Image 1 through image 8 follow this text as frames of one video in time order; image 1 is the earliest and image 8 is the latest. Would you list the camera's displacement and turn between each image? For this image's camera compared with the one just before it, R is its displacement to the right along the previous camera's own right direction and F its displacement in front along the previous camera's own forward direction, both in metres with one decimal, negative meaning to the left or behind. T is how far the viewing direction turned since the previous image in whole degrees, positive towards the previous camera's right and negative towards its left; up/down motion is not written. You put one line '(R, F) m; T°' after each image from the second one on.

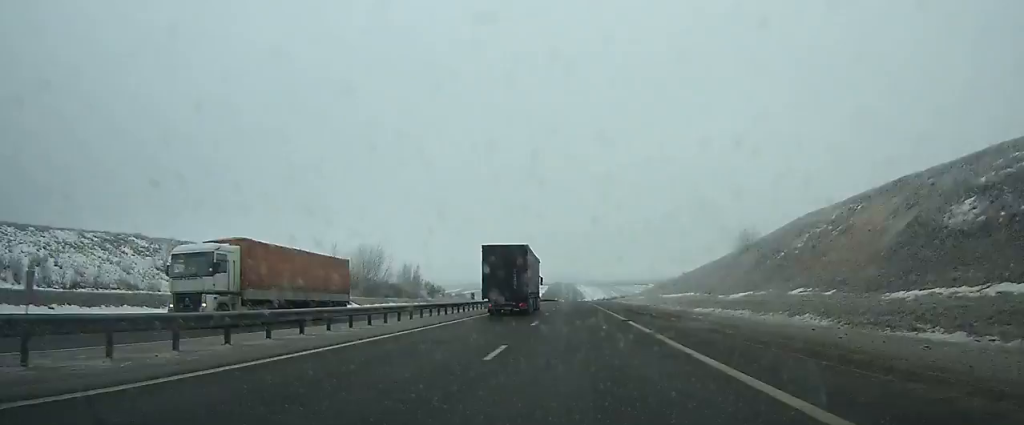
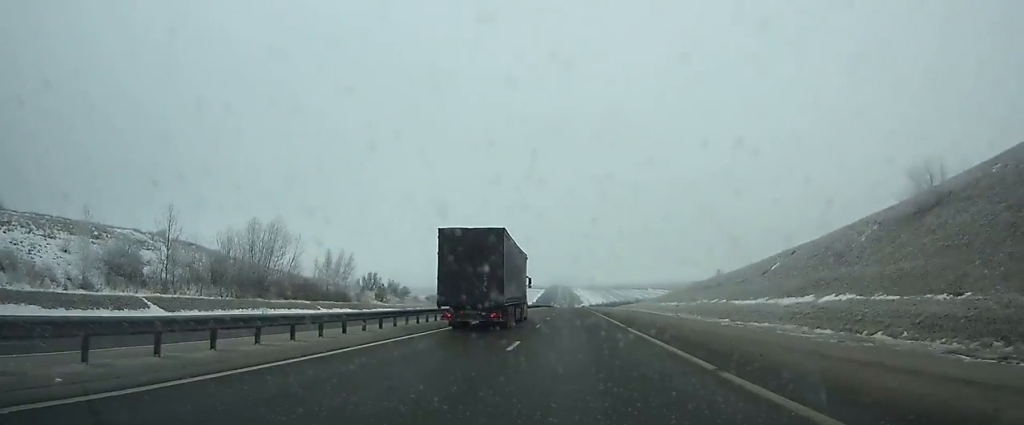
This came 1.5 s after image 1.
(0.0, +44.9) m; 0°
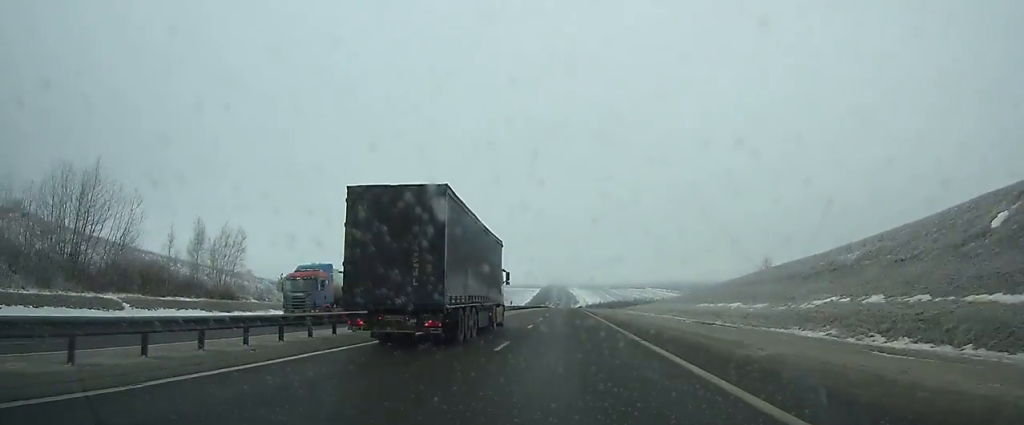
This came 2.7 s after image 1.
(+0.1, +36.1) m; 0°
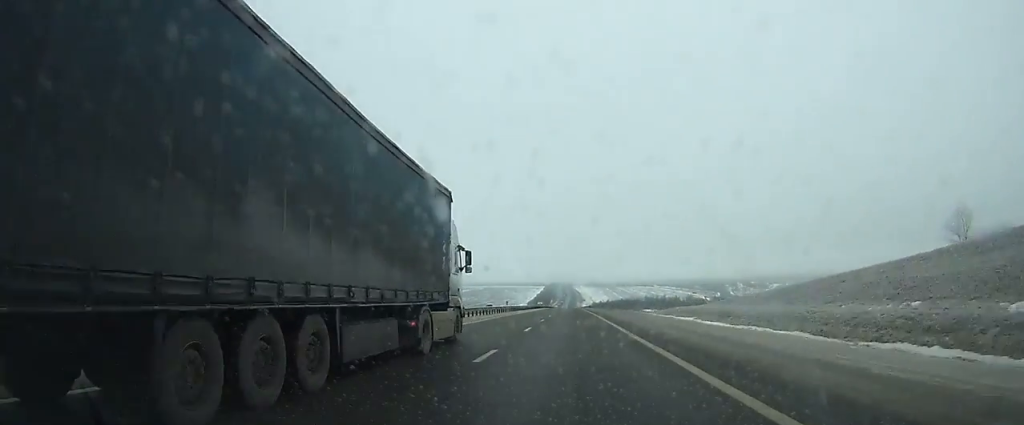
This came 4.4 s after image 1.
(+0.1, +51.3) m; 0°
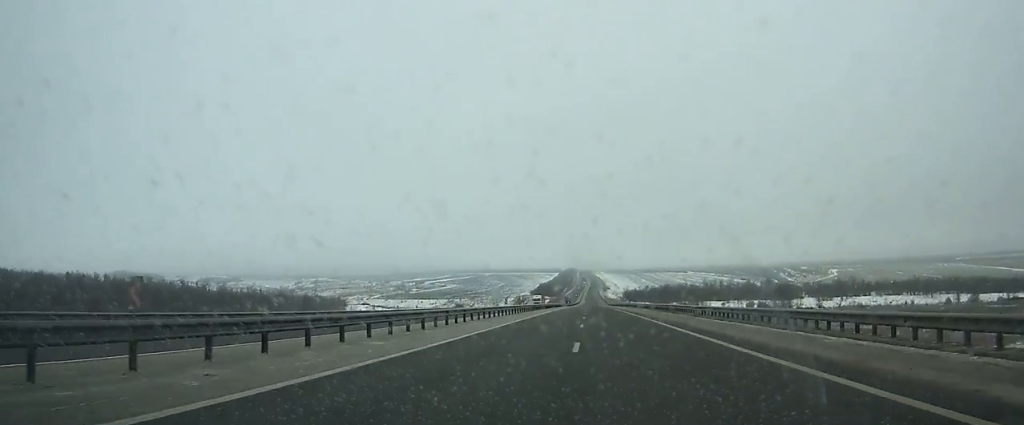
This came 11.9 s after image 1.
(-2.3, +236.0) m; -1°
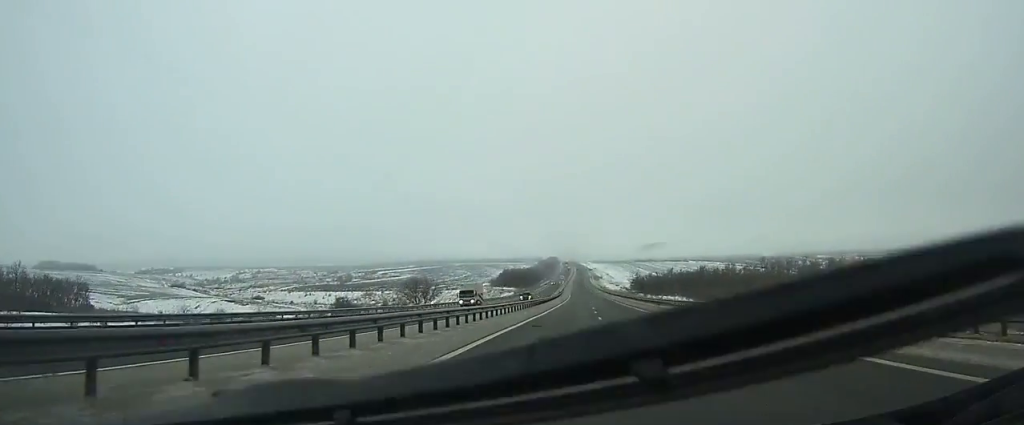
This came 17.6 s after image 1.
(+1.4, +184.1) m; +1°
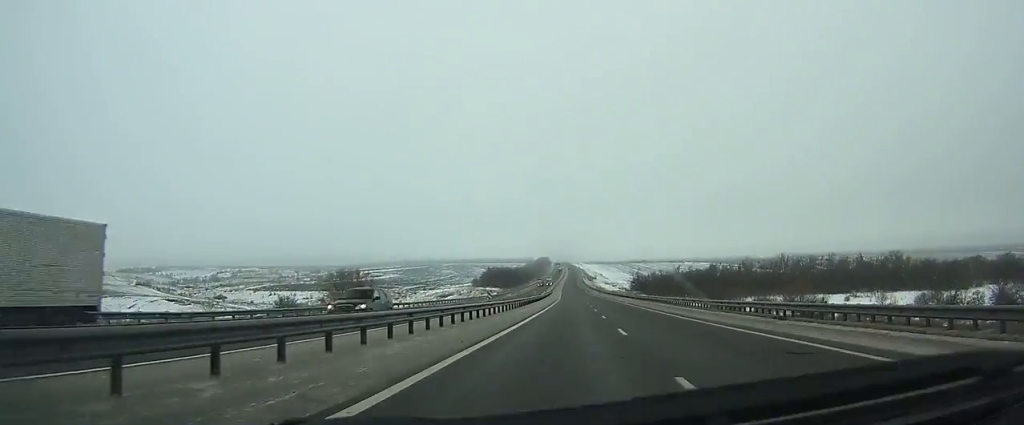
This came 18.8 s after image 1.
(+0.1, +36.9) m; 0°
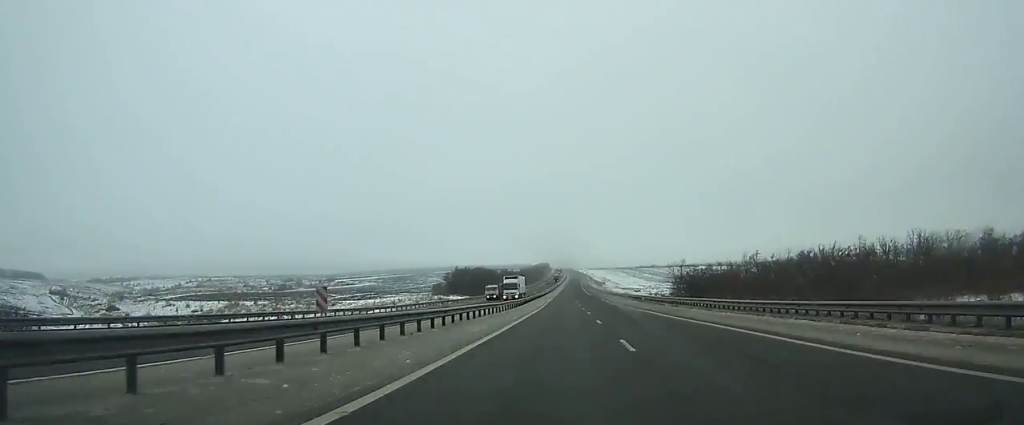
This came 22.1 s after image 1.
(+0.1, +94.3) m; 0°
